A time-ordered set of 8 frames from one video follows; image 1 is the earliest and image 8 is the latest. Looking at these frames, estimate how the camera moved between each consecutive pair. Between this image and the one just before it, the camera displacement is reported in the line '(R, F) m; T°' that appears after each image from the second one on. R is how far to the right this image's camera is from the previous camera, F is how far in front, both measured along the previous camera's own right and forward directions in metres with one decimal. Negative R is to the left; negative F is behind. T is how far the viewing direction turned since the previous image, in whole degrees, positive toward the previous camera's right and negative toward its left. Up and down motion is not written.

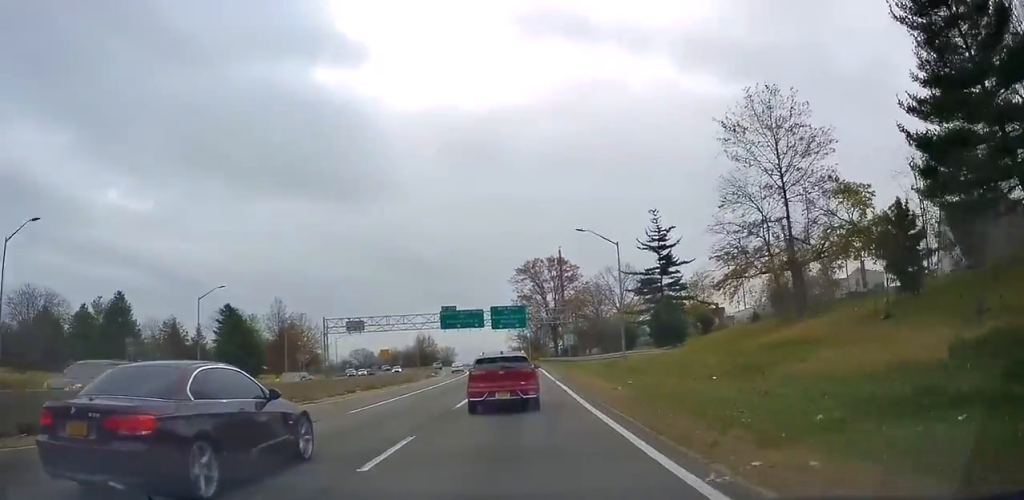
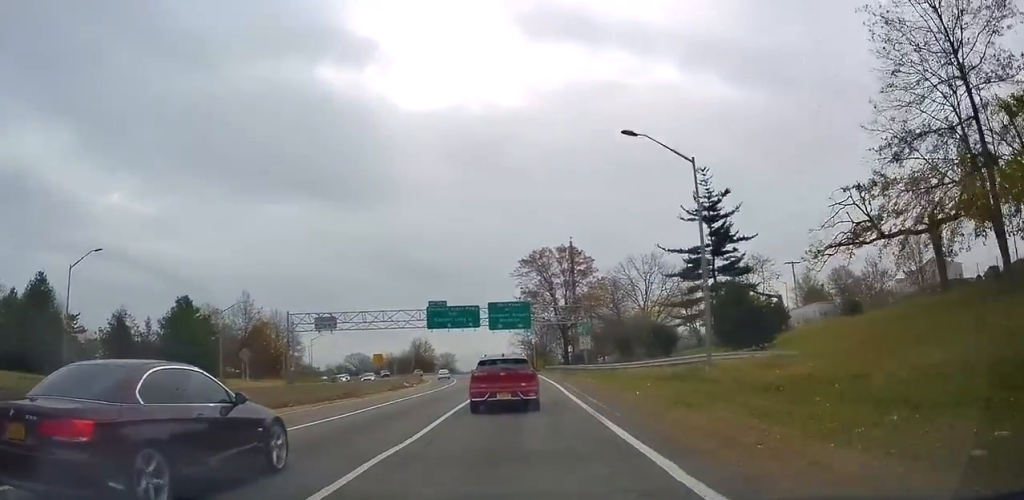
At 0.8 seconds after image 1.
(+0.2, +17.9) m; 0°
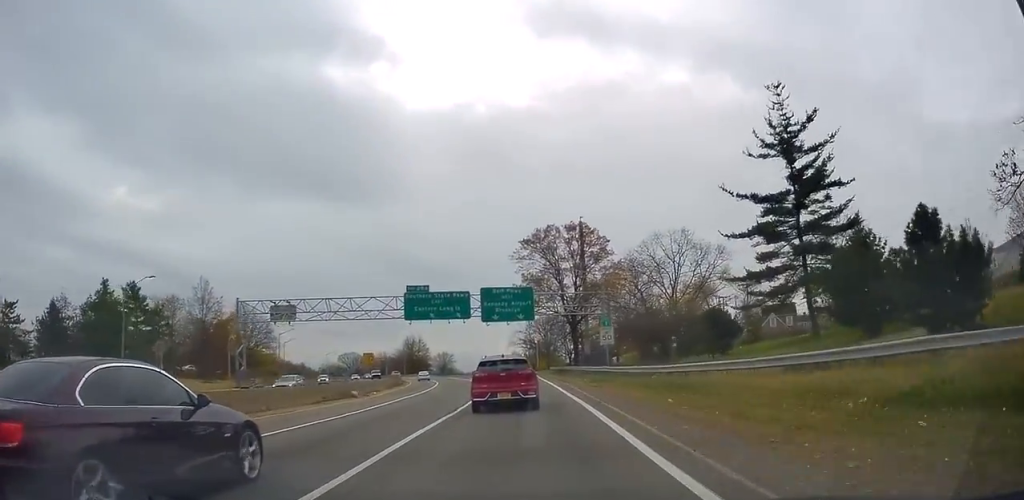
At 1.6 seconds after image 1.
(-0.2, +16.4) m; -1°
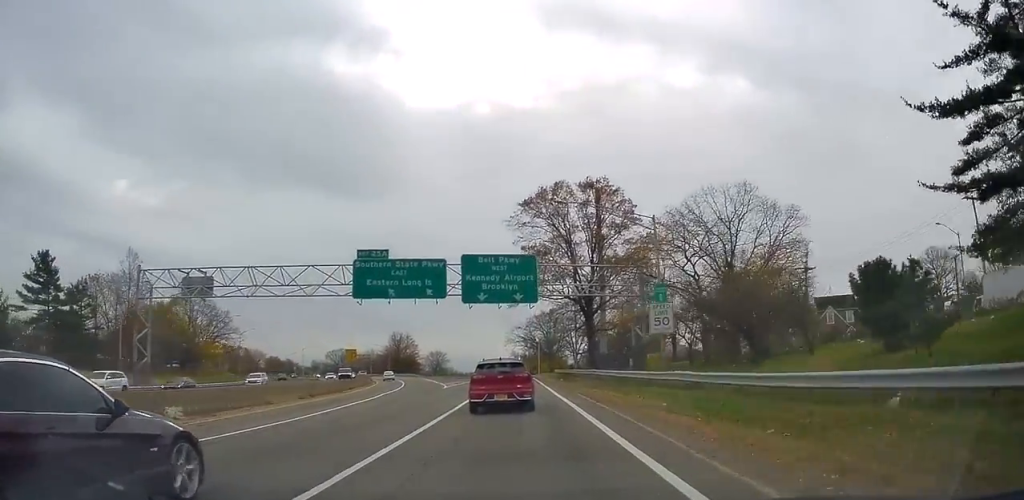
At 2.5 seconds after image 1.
(0.0, +19.9) m; 0°
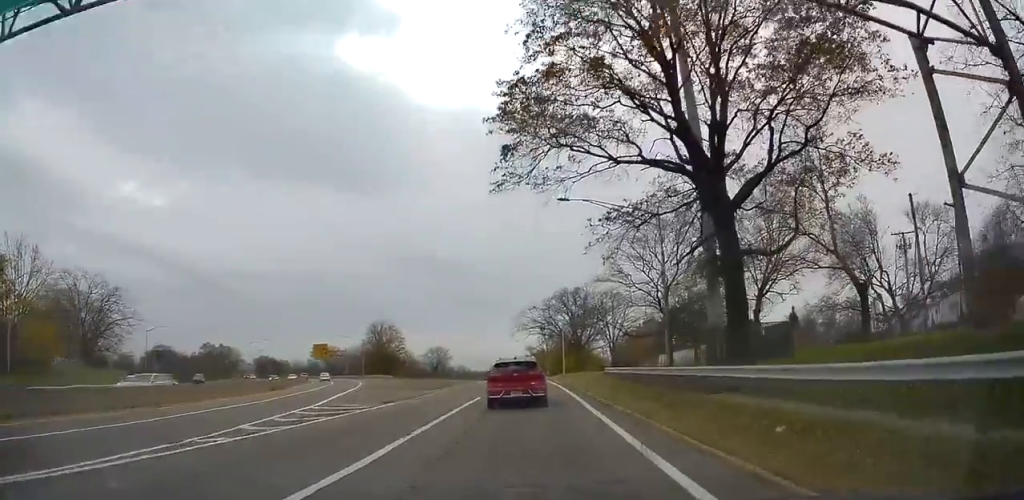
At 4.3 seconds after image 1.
(0.0, +40.0) m; -1°
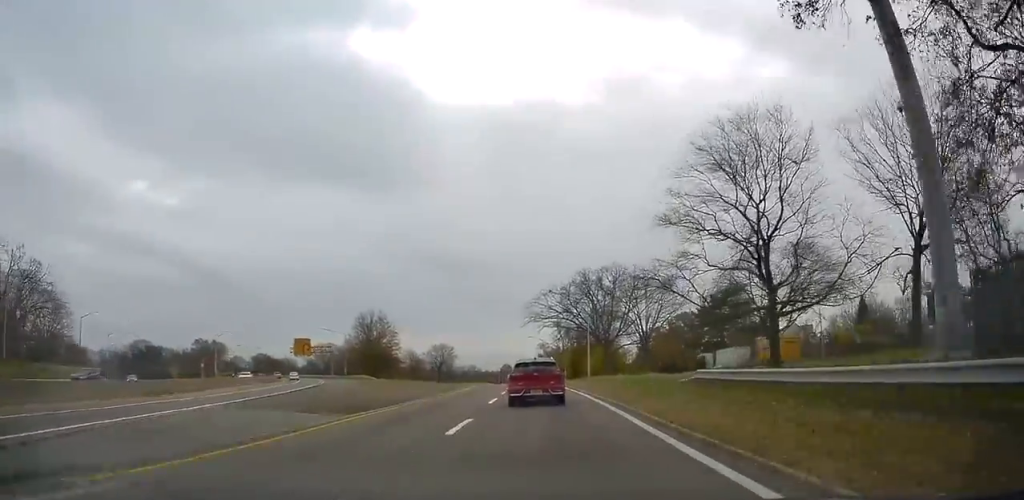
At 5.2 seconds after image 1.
(-0.3, +19.9) m; 0°
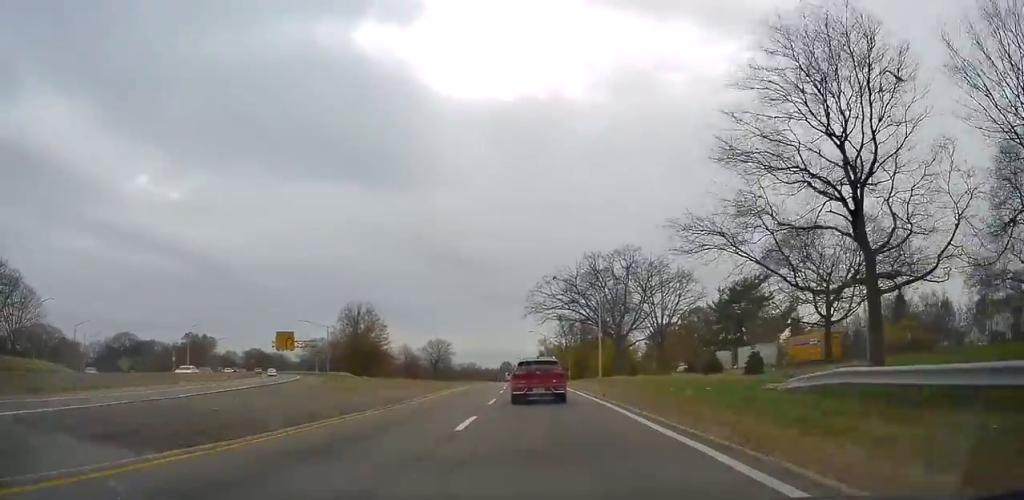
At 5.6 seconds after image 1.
(0.0, +9.8) m; 0°
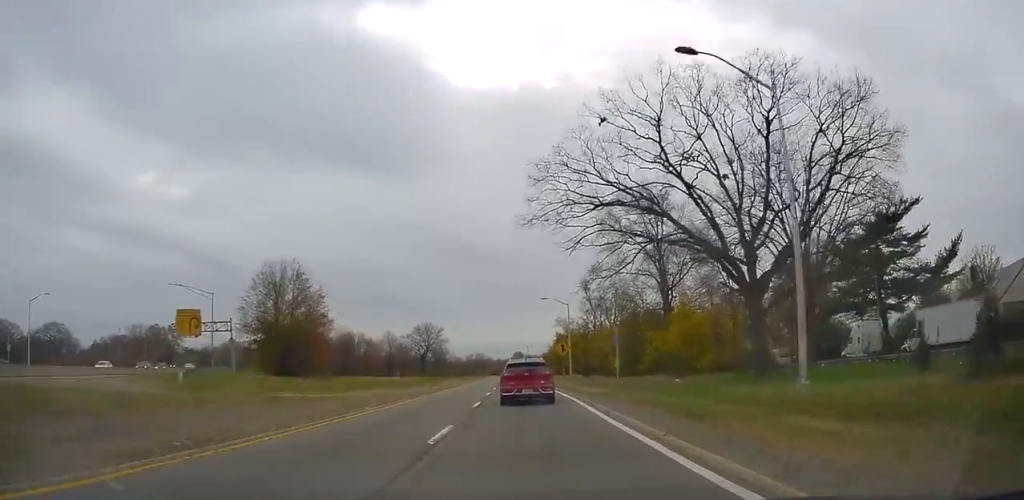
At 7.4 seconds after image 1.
(-0.7, +39.8) m; -2°
